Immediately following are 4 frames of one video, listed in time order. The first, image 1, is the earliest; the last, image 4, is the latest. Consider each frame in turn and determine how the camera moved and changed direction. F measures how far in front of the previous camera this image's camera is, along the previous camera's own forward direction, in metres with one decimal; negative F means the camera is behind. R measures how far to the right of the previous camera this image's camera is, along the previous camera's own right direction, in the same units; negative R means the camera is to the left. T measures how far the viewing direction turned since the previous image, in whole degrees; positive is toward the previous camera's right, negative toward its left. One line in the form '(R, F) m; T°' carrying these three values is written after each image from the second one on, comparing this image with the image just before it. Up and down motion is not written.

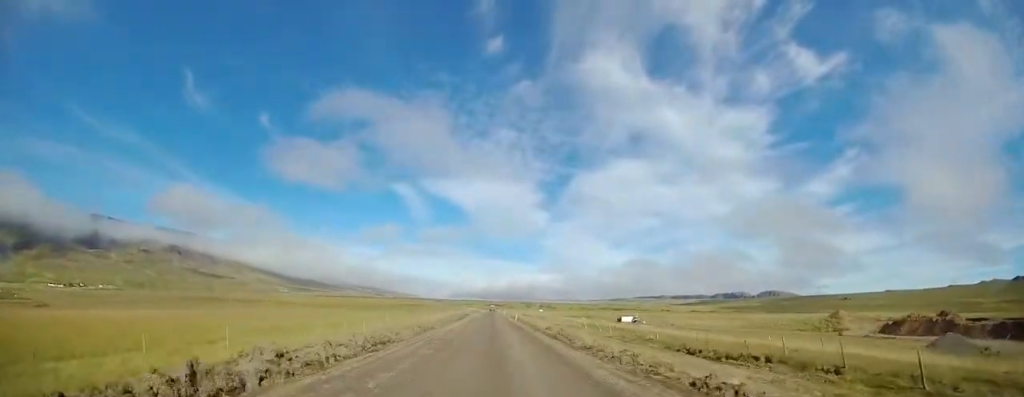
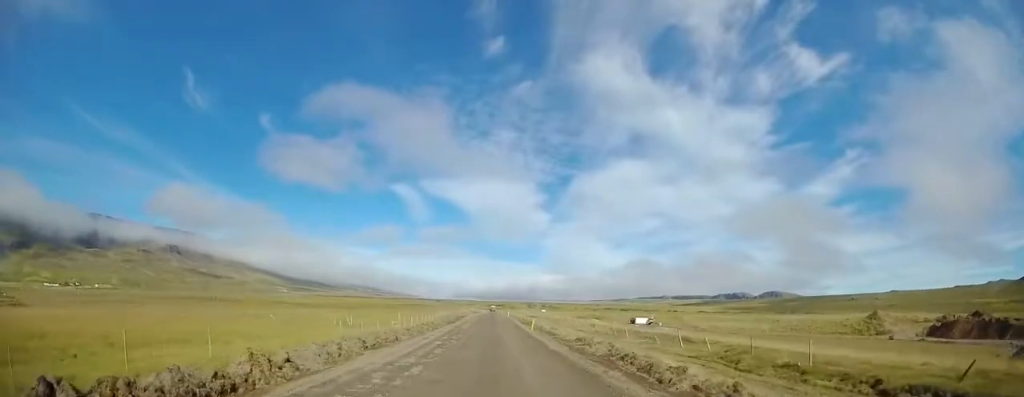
(-0.1, +18.1) m; -1°
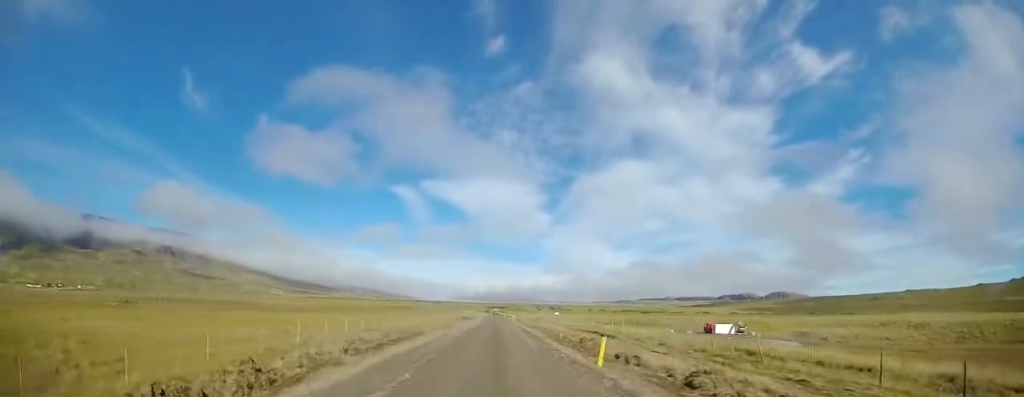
(-0.5, +65.3) m; -1°
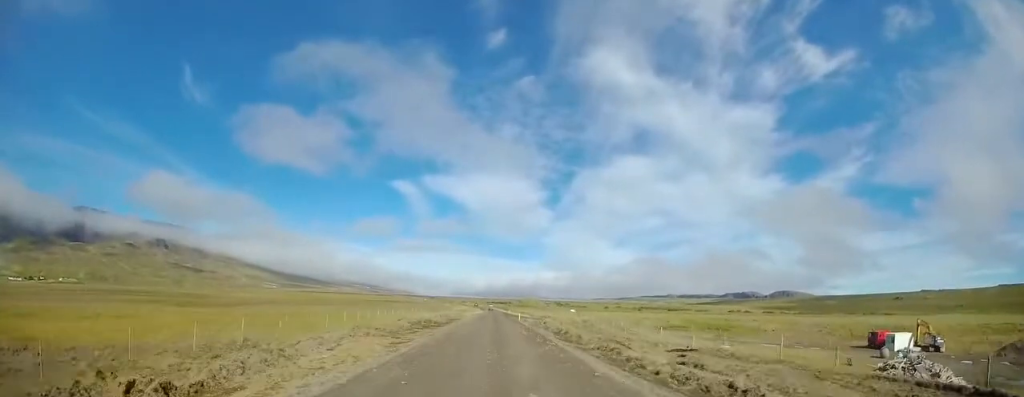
(+0.5, +61.7) m; +2°
